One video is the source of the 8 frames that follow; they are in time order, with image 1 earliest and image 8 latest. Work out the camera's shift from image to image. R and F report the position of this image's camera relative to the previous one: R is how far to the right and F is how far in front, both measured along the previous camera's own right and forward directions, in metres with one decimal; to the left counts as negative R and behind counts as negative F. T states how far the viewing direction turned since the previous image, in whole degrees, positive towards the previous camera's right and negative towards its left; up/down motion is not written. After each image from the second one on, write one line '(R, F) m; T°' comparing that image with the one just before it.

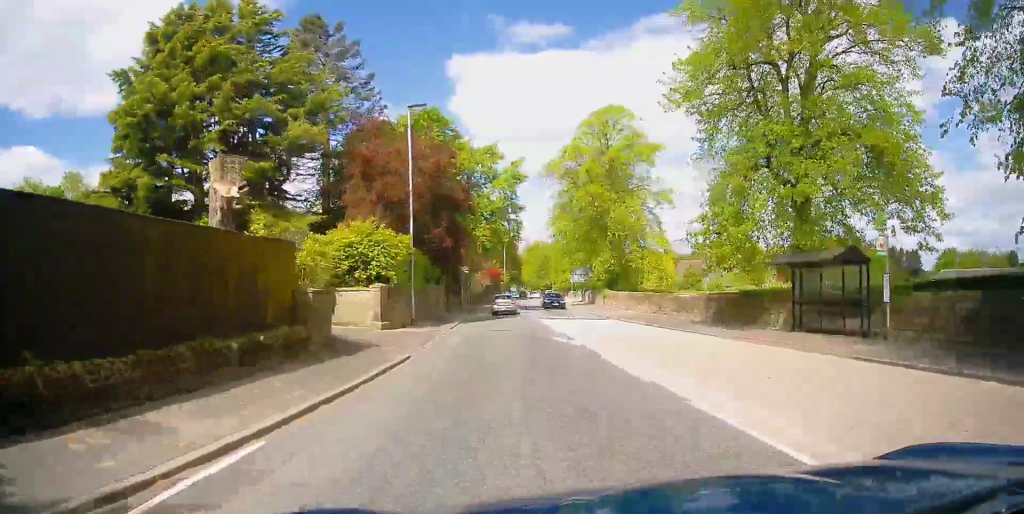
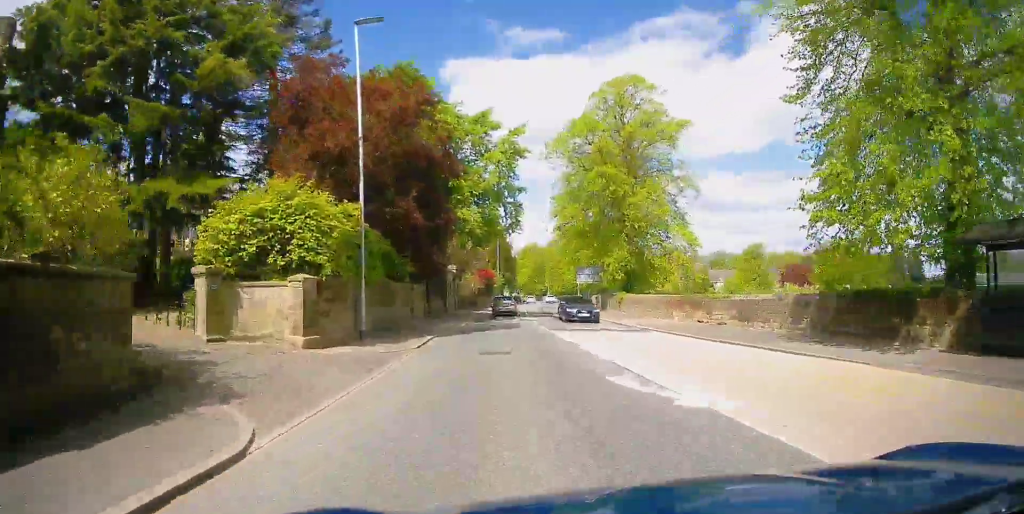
(0.0, +9.4) m; 0°
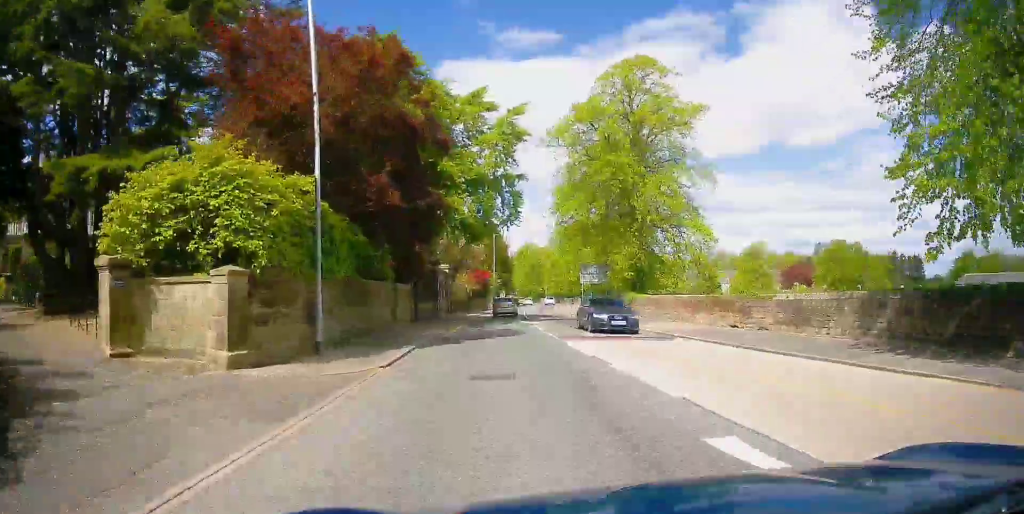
(0.0, +4.1) m; 0°
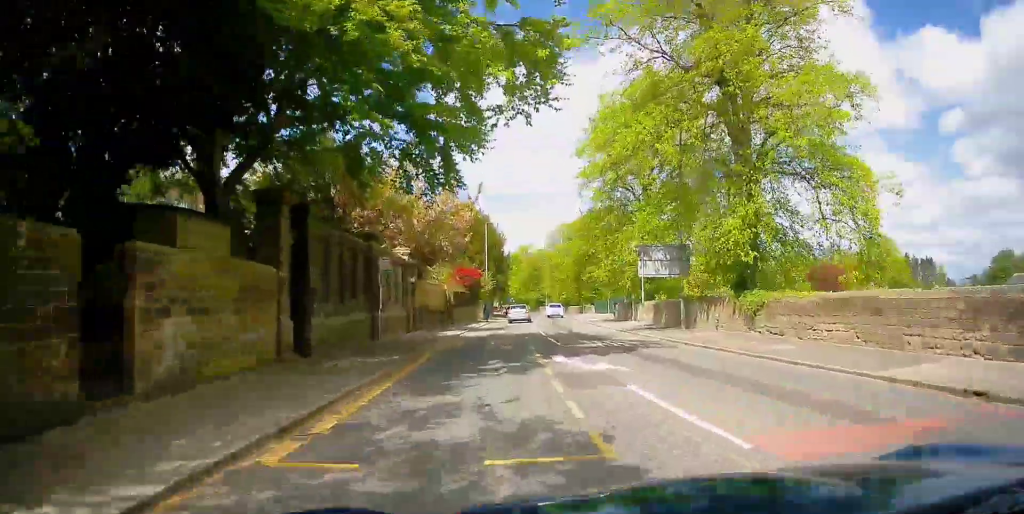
(+0.2, +20.7) m; +1°
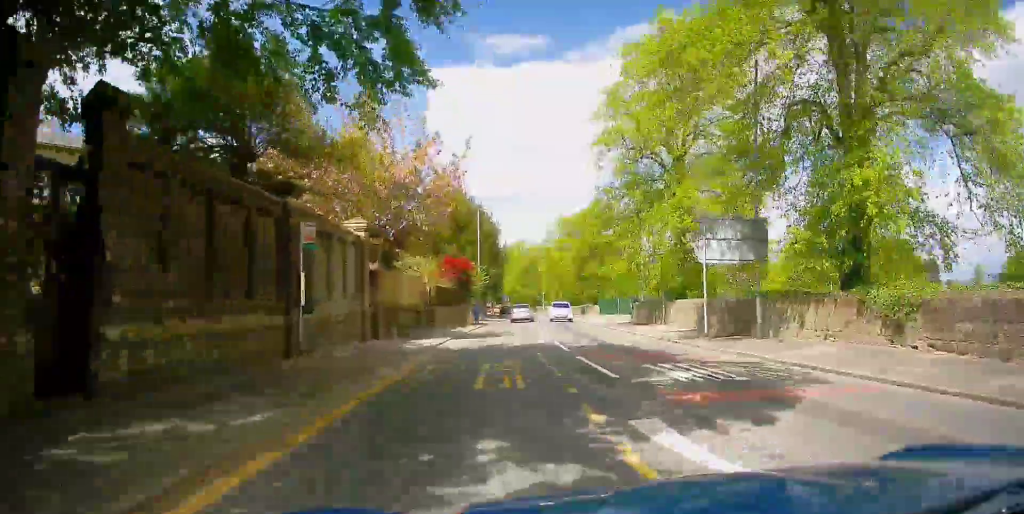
(0.0, +8.4) m; 0°
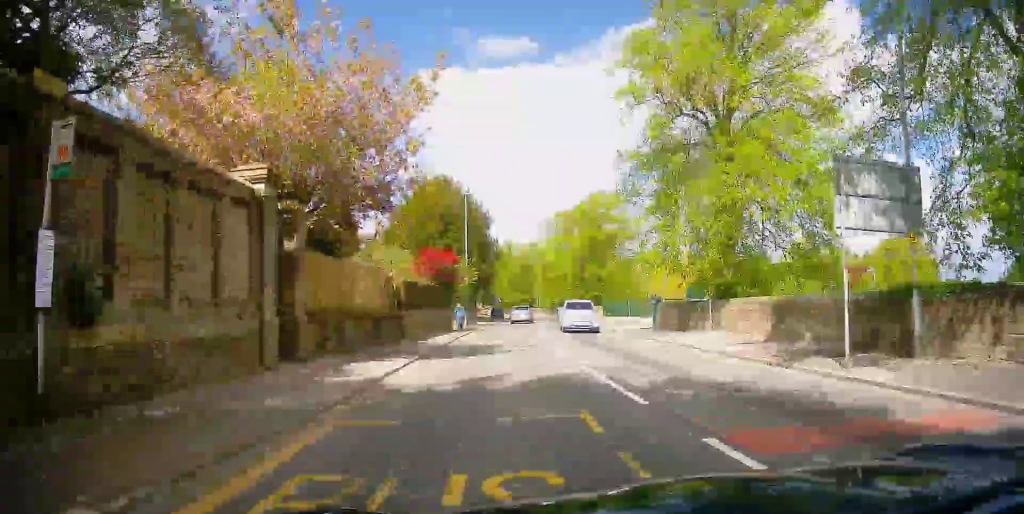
(0.0, +8.6) m; +1°
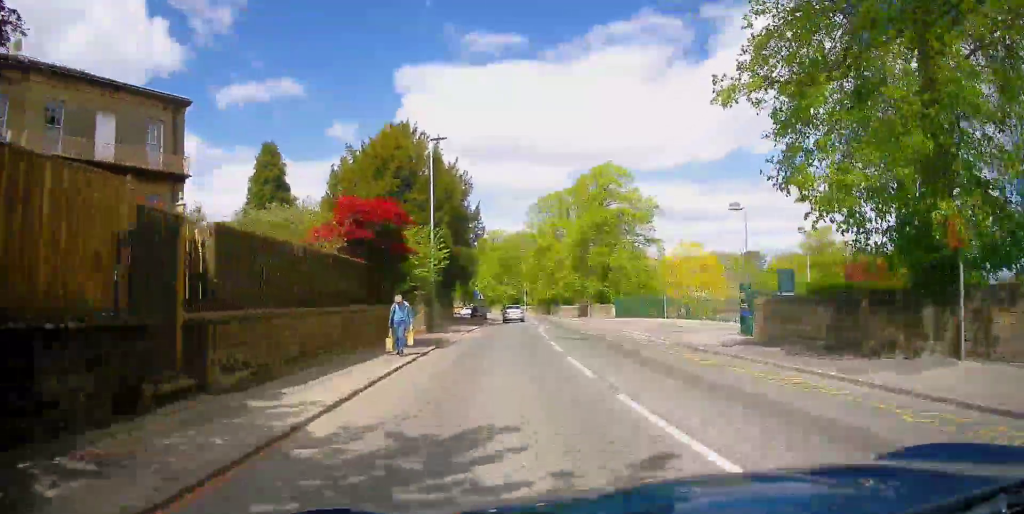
(+0.4, +15.7) m; +8°
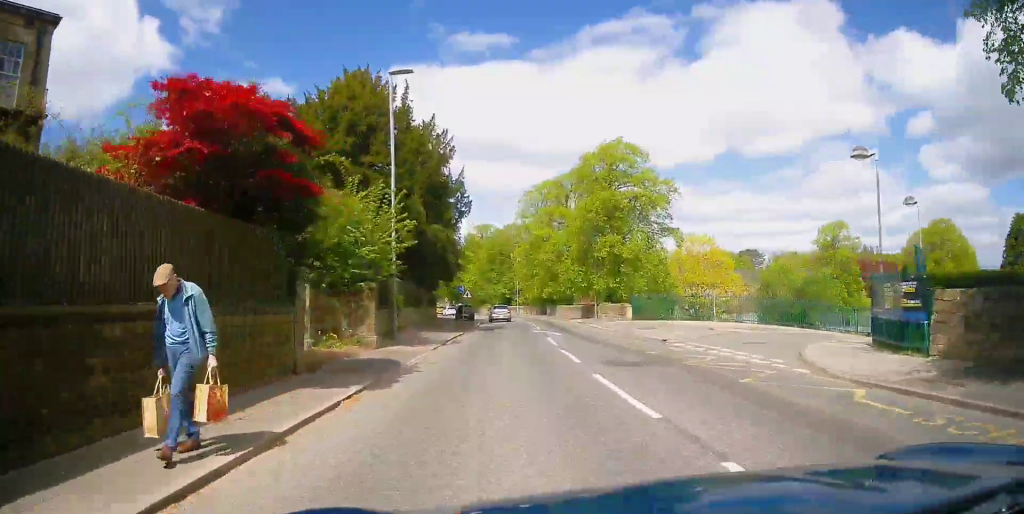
(+0.8, +9.1) m; +1°
